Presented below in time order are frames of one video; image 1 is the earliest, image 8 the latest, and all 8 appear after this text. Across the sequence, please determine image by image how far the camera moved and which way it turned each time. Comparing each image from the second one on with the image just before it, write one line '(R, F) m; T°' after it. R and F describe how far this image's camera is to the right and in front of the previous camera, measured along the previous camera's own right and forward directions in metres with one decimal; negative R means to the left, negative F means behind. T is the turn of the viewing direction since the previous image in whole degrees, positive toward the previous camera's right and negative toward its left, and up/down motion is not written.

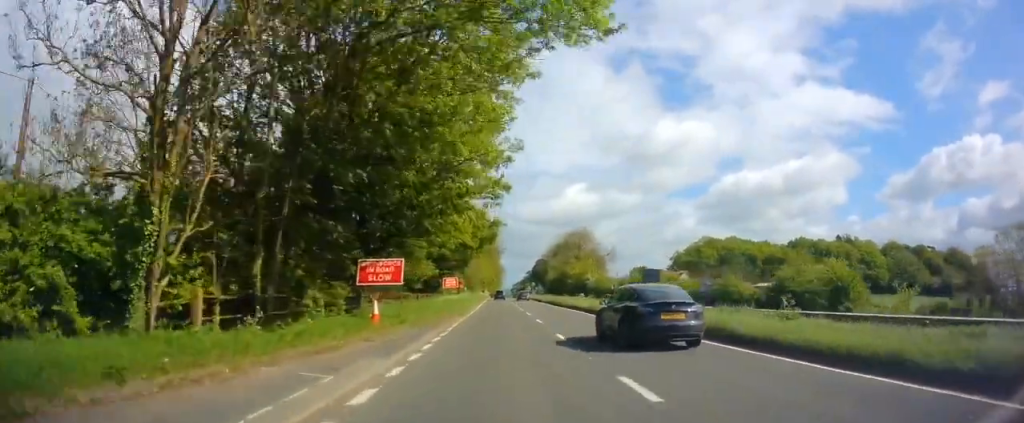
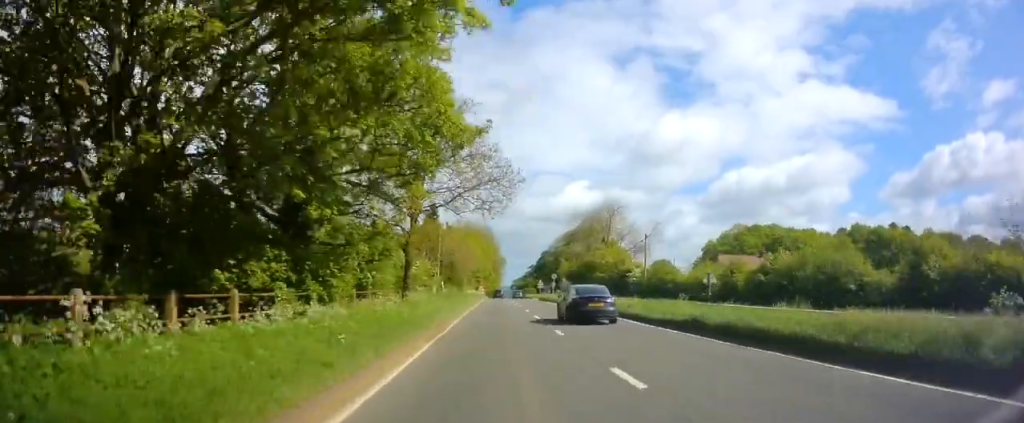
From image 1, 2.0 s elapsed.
(+0.3, +42.4) m; +1°
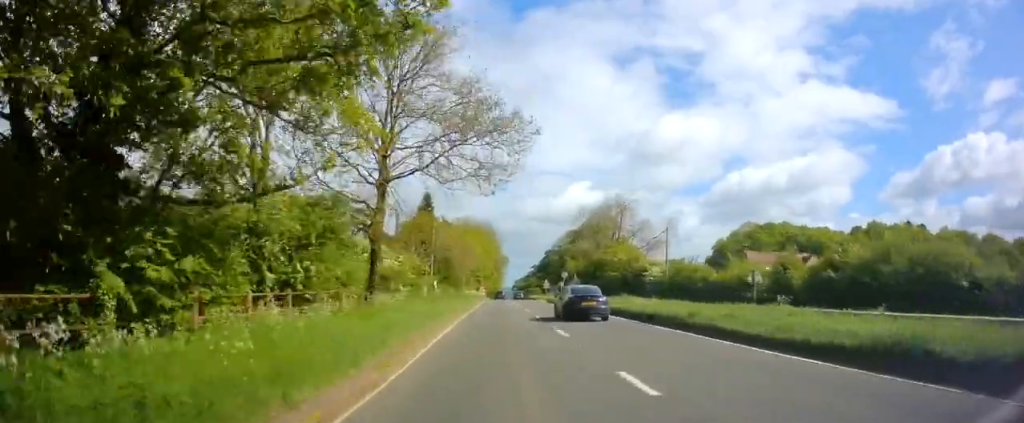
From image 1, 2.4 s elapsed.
(+0.2, +9.1) m; 0°
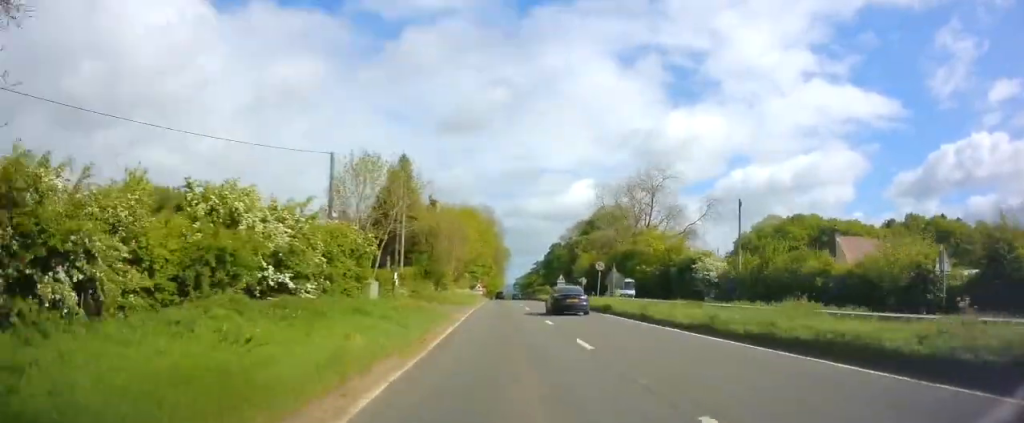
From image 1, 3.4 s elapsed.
(-0.4, +20.6) m; -1°
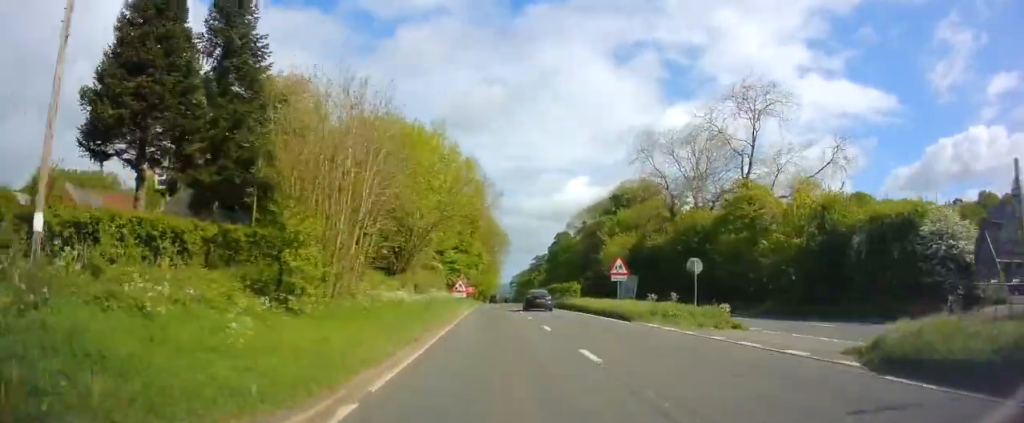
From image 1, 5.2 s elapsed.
(+0.4, +36.1) m; +1°
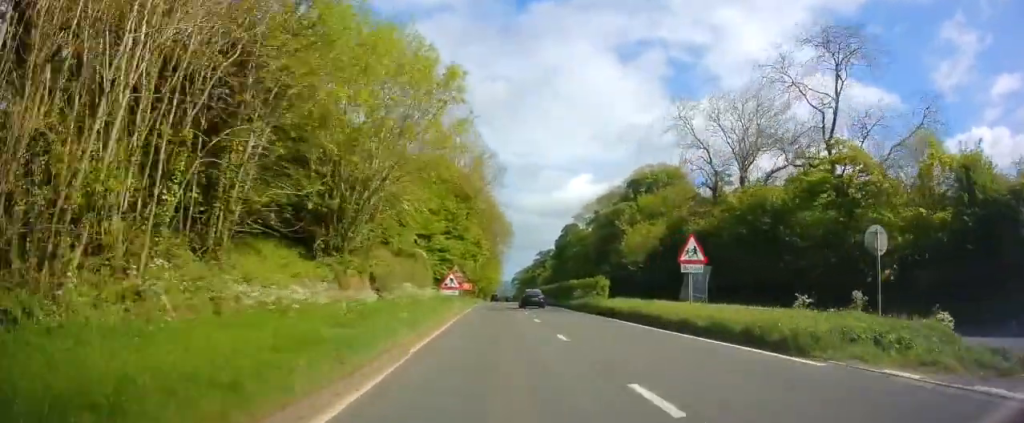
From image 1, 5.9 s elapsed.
(0.0, +13.2) m; 0°
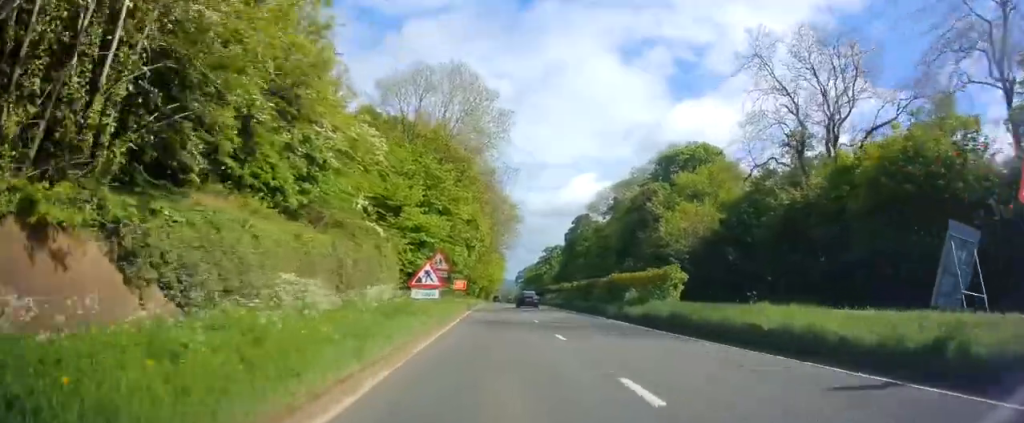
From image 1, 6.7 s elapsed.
(-0.1, +16.6) m; 0°
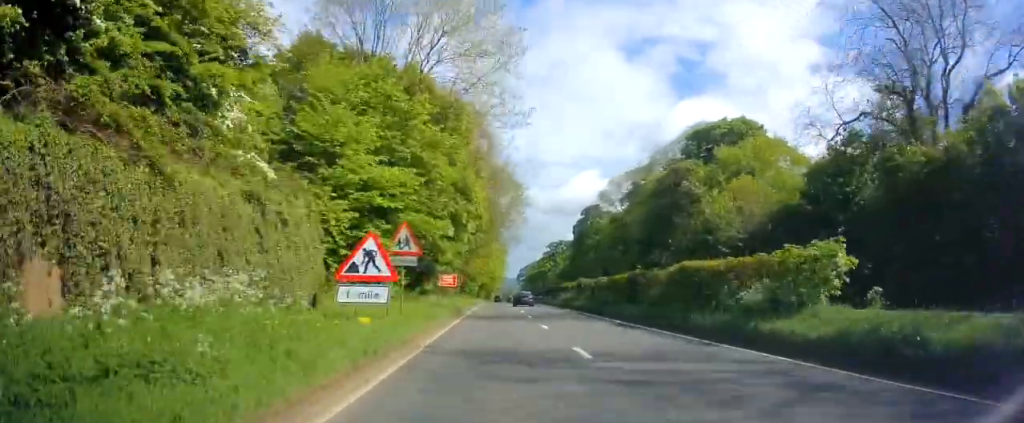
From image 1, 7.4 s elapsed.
(0.0, +12.7) m; -1°
